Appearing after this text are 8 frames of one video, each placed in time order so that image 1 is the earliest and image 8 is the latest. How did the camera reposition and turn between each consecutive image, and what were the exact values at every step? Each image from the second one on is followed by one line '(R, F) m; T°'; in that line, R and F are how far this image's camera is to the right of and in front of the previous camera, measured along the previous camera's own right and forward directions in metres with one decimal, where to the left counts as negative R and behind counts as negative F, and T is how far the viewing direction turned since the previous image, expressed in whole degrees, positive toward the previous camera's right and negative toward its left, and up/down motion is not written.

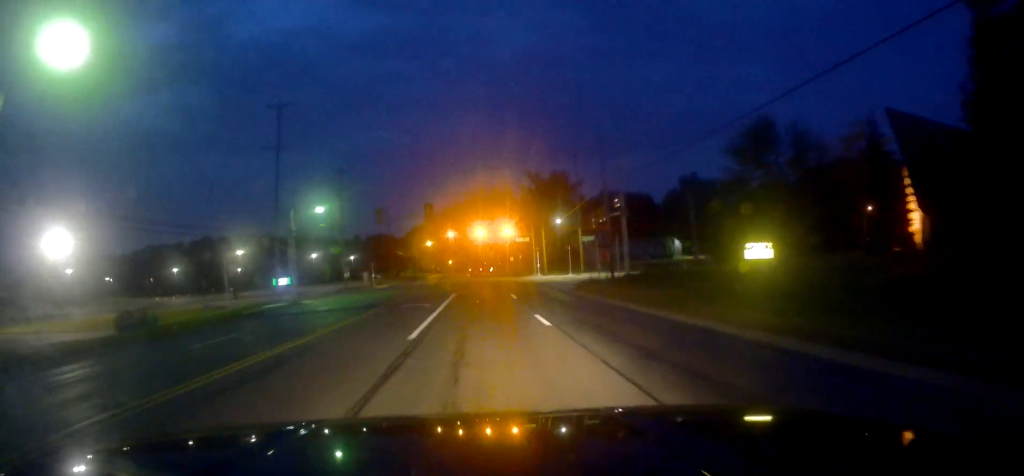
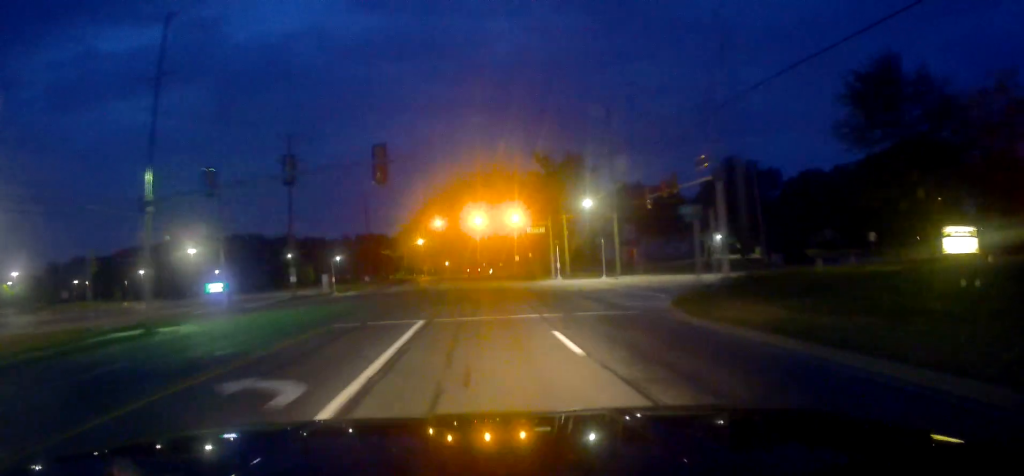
(+0.2, +21.5) m; +1°
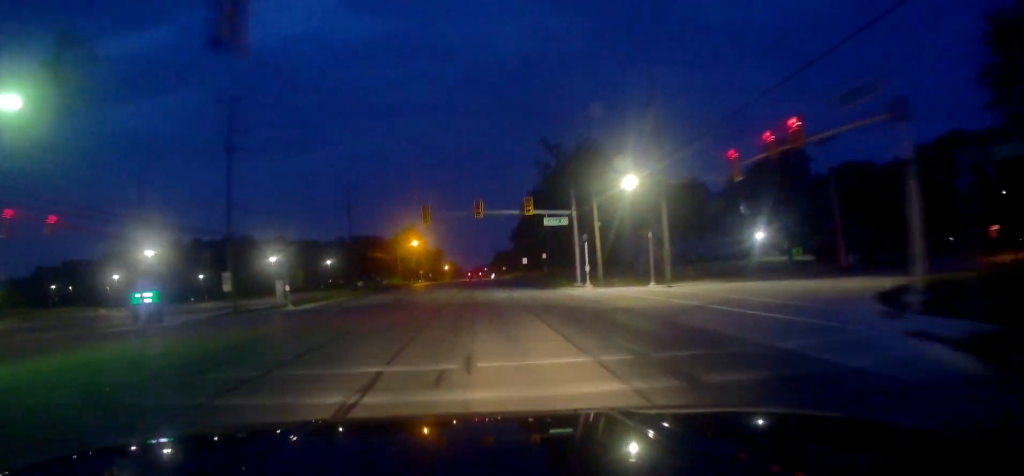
(+0.1, +15.3) m; 0°
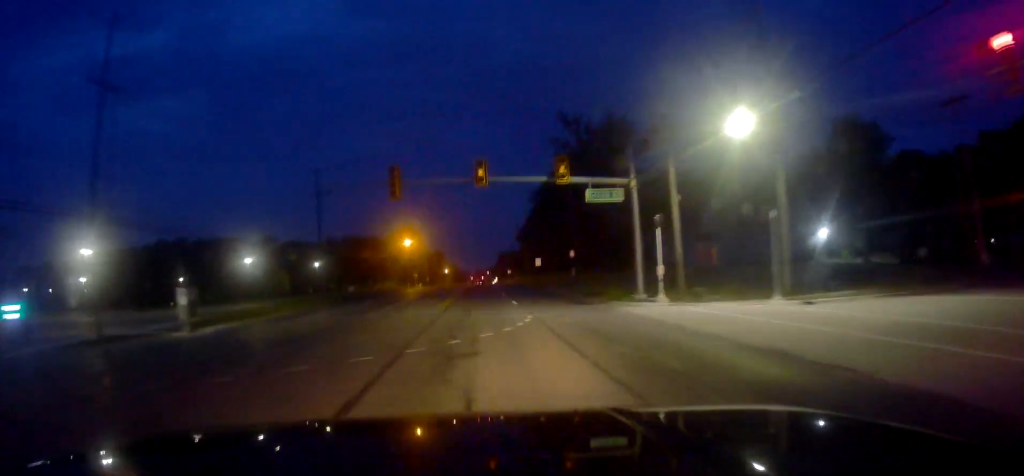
(-0.2, +17.3) m; 0°
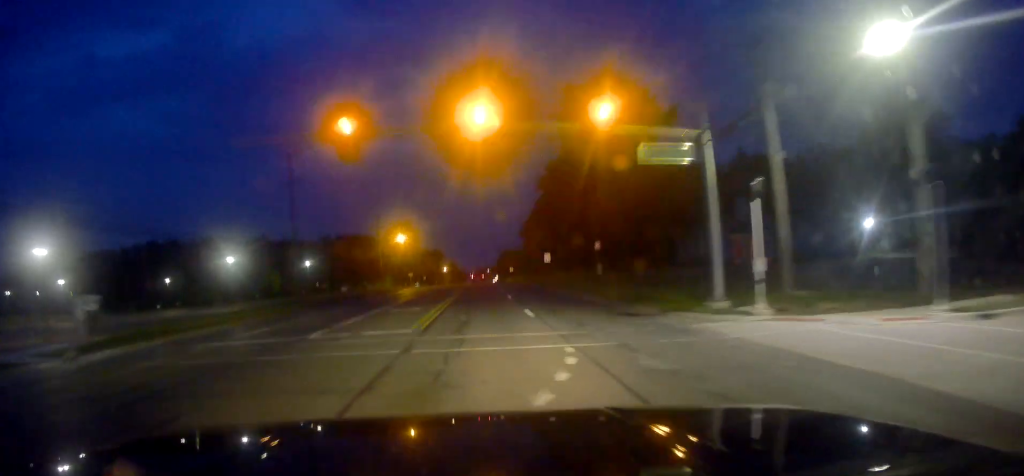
(+0.2, +9.7) m; -1°
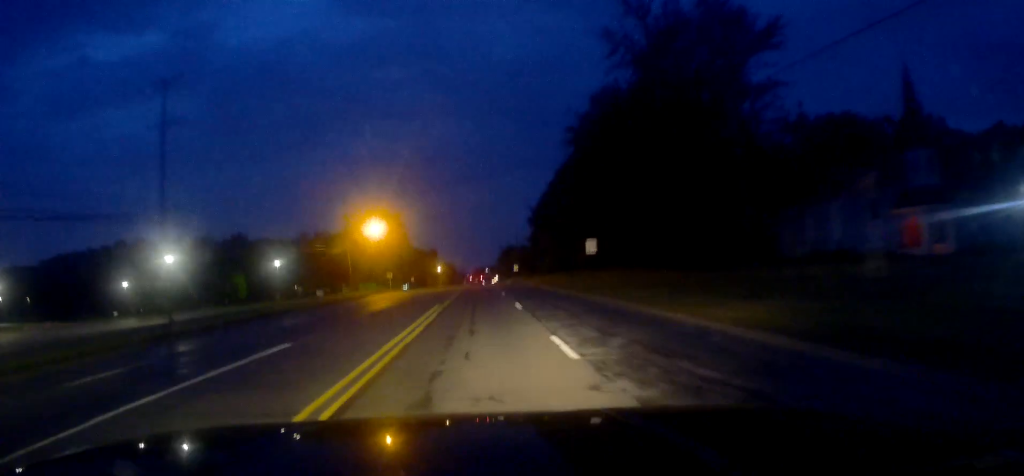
(-0.5, +24.9) m; 0°
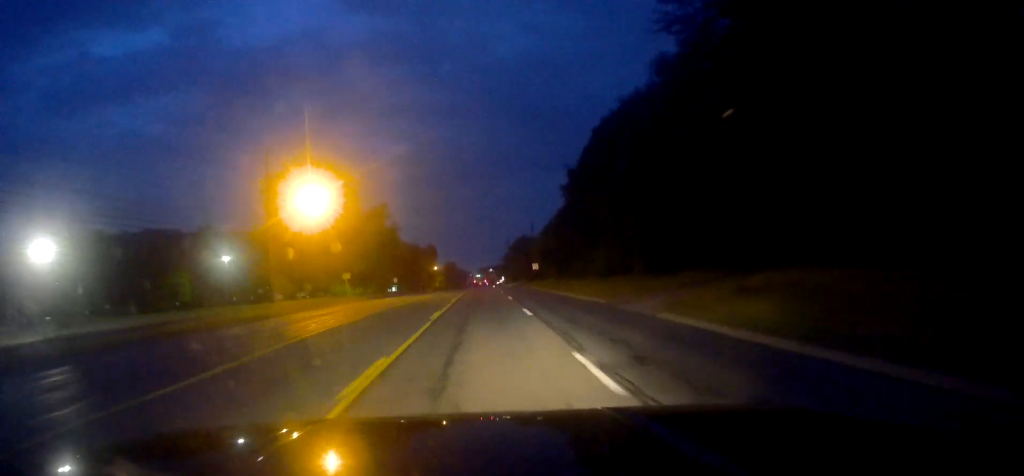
(+1.0, +33.2) m; +2°
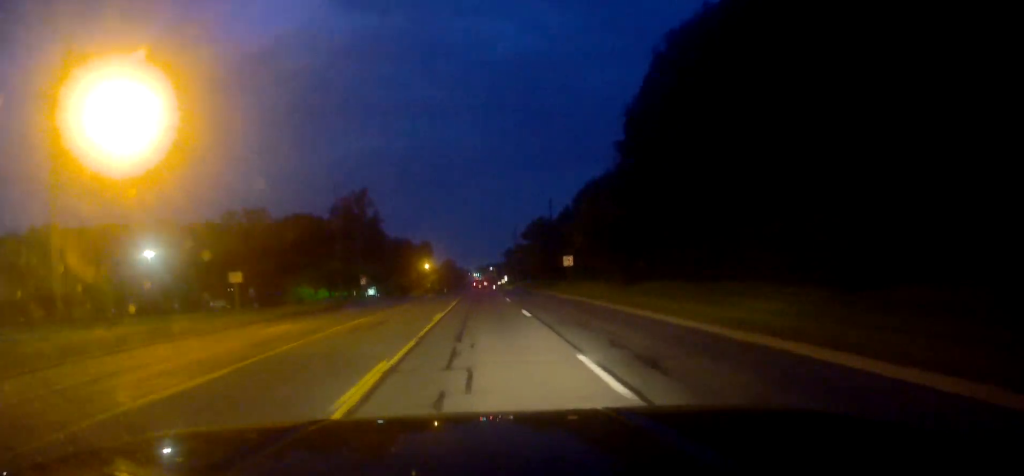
(-0.5, +29.8) m; -1°
